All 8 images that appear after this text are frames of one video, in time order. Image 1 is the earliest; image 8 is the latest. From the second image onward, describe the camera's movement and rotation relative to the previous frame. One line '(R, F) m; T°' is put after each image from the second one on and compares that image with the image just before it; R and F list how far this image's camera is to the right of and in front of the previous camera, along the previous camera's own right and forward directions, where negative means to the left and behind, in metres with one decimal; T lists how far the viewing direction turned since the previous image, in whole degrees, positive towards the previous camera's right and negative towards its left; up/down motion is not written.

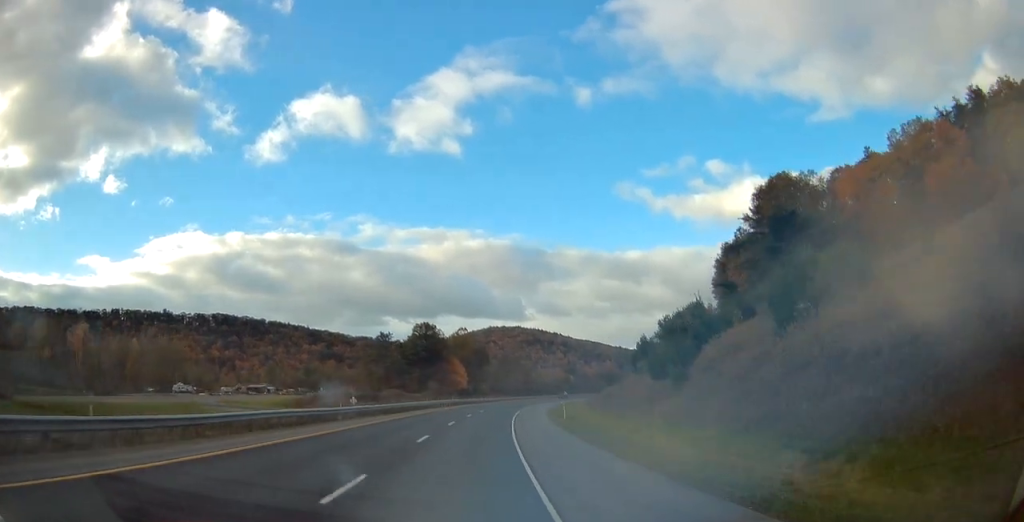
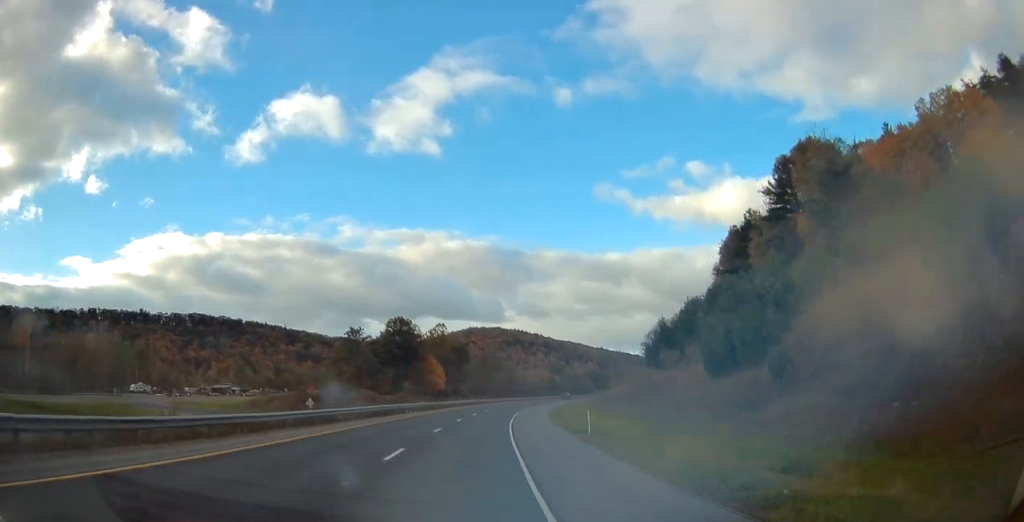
(+0.1, +17.6) m; +2°
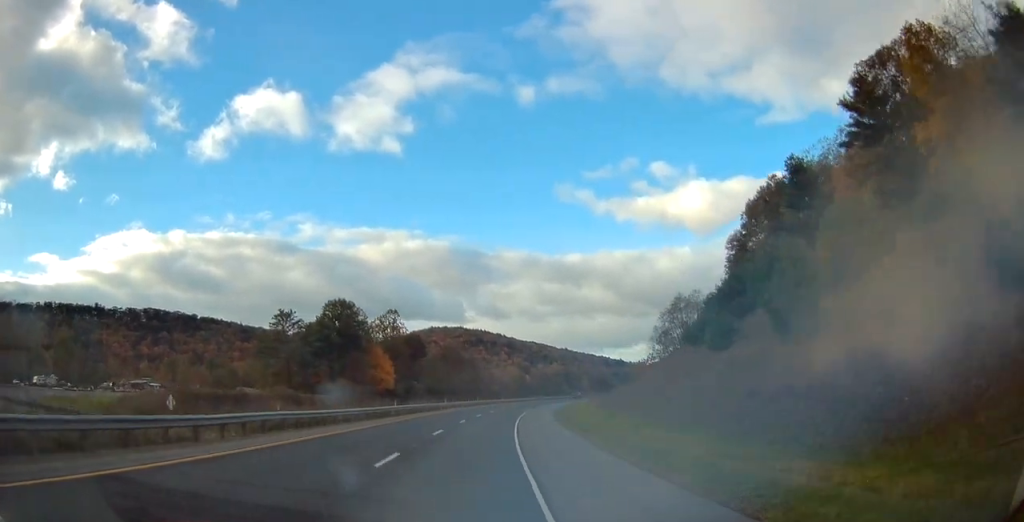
(+1.4, +37.1) m; +4°
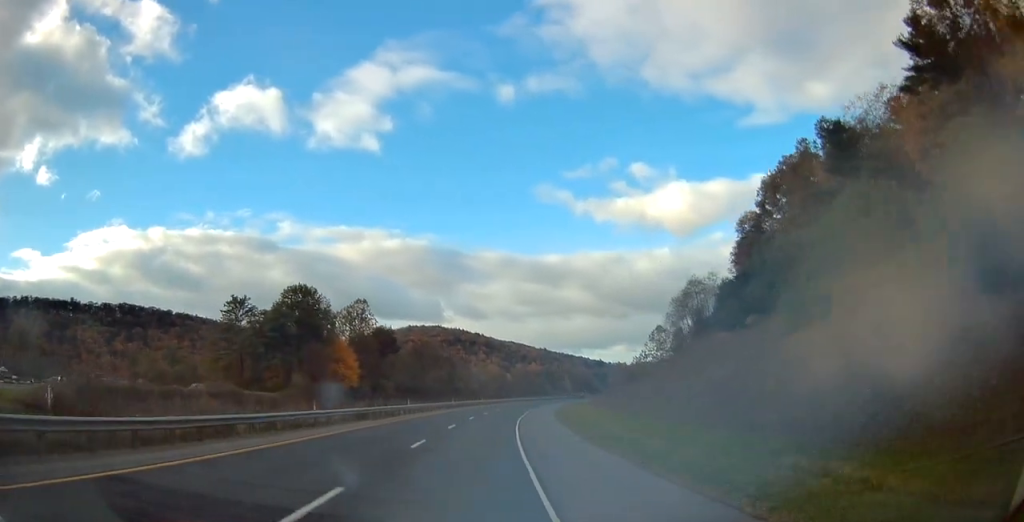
(-0.1, +18.6) m; +2°
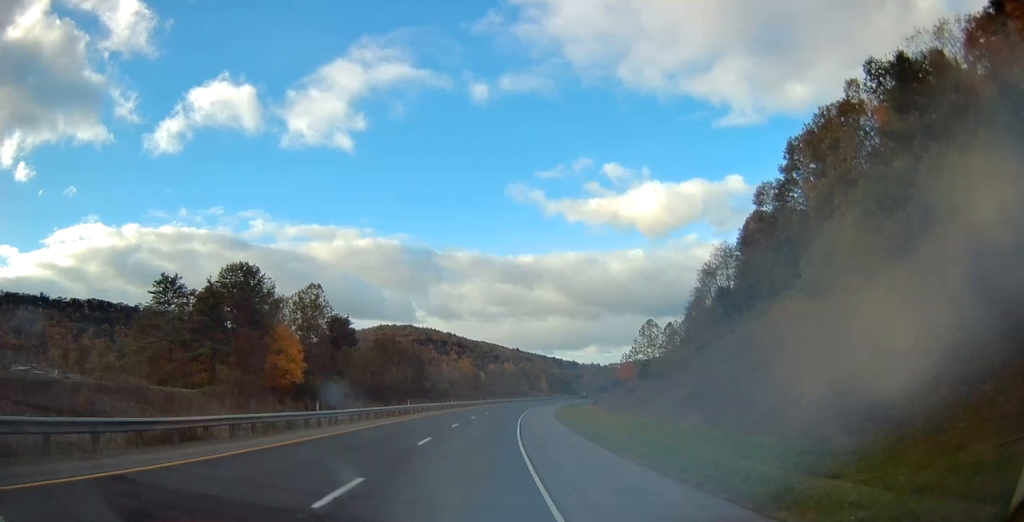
(+1.0, +22.4) m; +3°
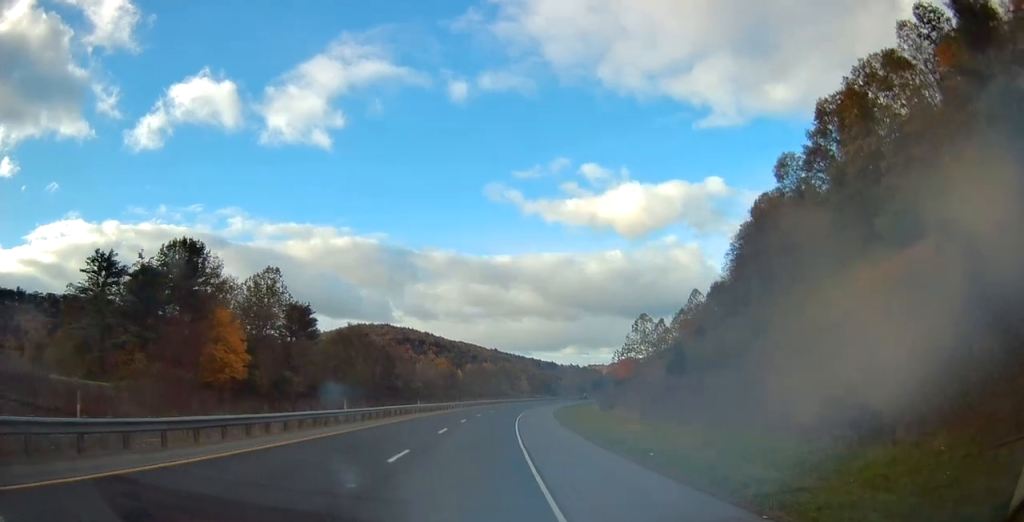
(+0.4, +17.6) m; +2°
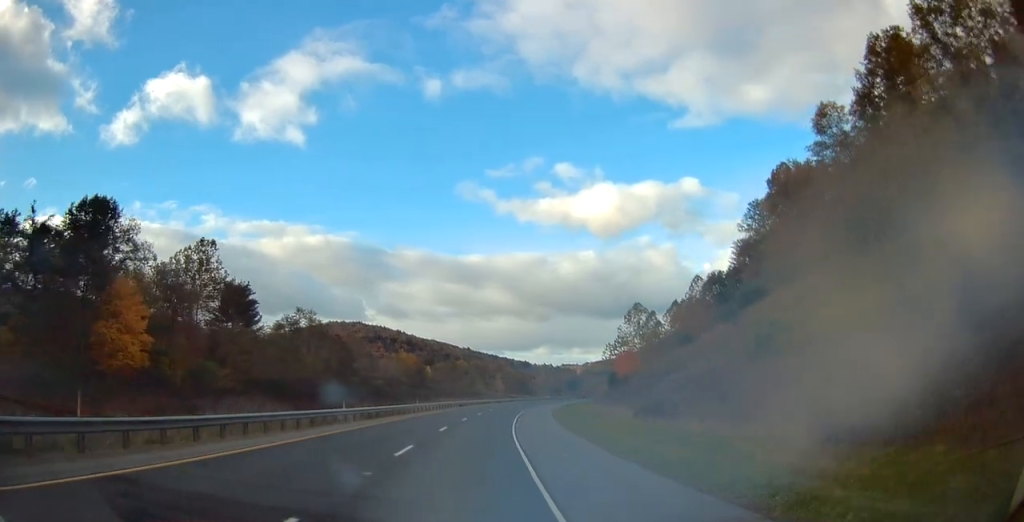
(+0.4, +22.5) m; +2°
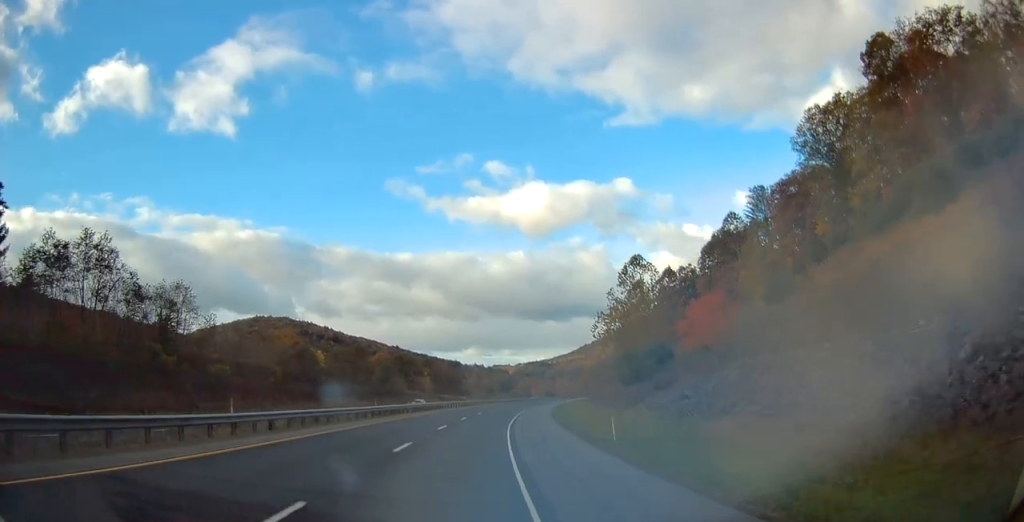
(+3.9, +58.4) m; +7°
